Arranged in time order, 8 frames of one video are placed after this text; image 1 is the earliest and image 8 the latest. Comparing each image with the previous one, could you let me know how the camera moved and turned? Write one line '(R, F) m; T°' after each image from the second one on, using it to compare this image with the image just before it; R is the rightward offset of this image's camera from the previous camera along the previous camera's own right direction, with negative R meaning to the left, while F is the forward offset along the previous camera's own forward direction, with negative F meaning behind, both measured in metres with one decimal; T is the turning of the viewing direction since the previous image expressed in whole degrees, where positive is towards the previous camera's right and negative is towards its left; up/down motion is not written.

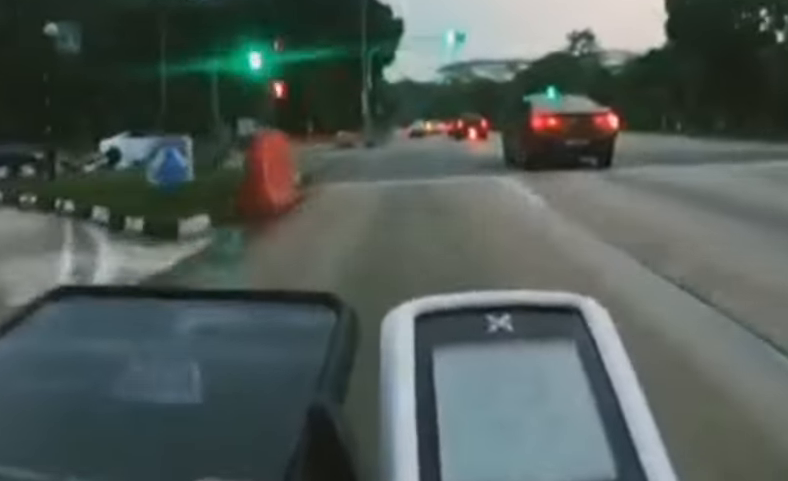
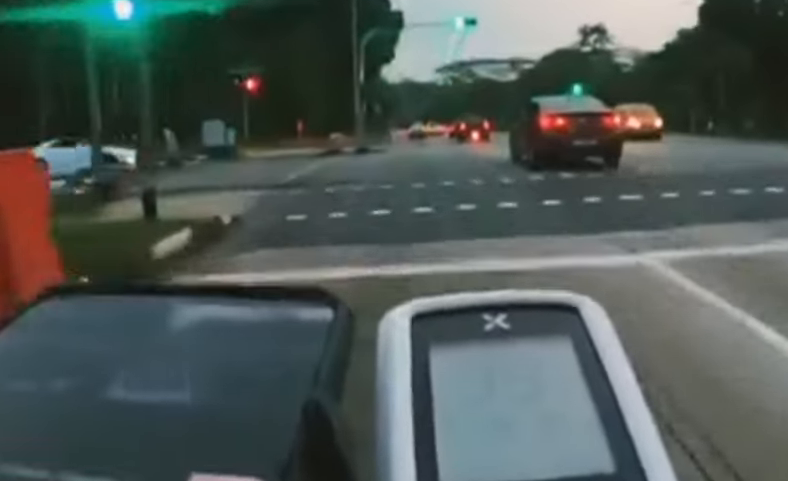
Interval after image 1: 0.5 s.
(-0.4, +5.7) m; +4°
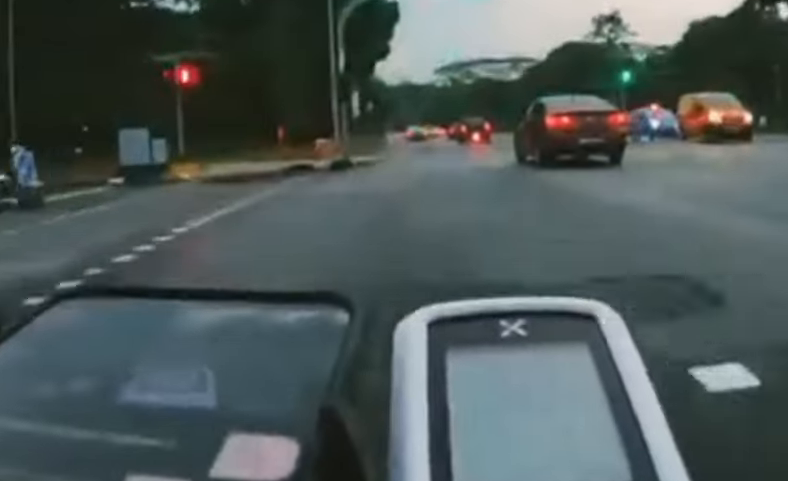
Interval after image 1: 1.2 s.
(+2.0, +7.7) m; +6°
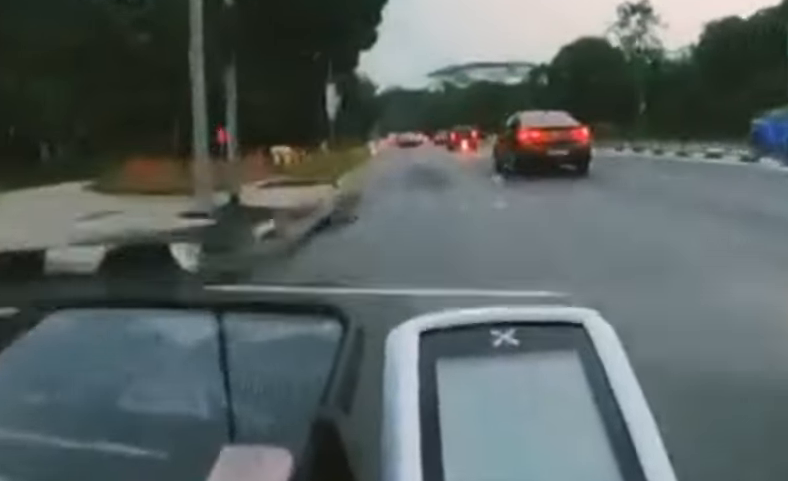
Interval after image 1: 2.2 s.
(-0.6, +12.8) m; -4°
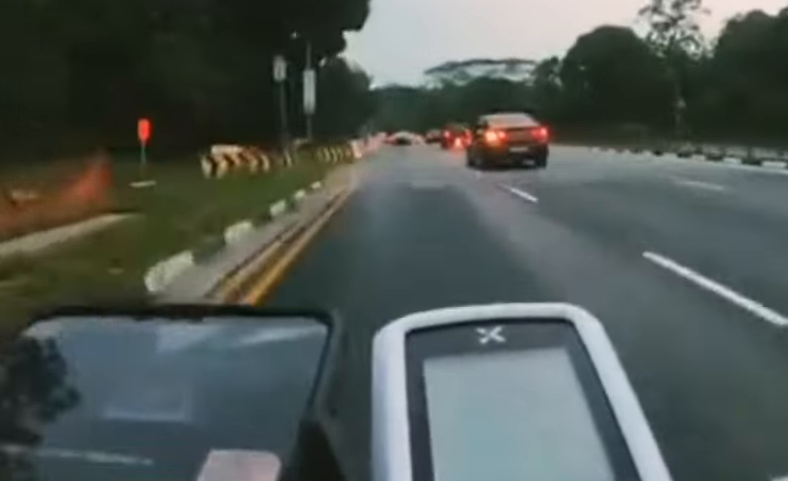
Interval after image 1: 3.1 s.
(-0.2, +10.3) m; -2°
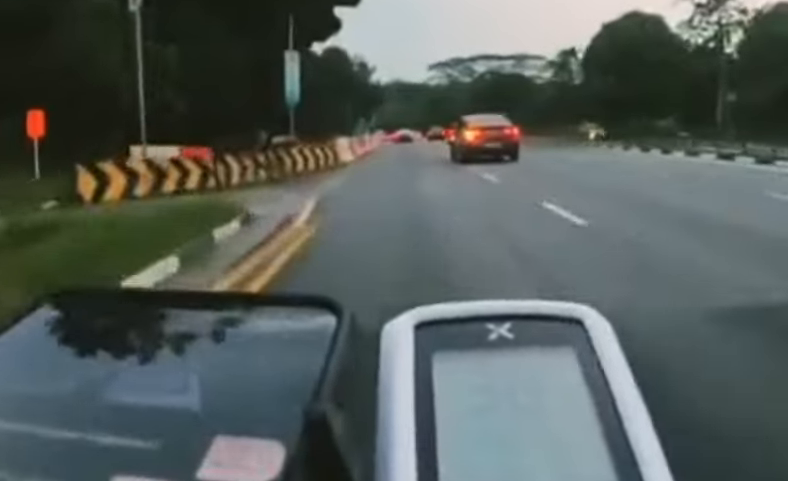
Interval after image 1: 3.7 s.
(-0.1, +7.8) m; 0°
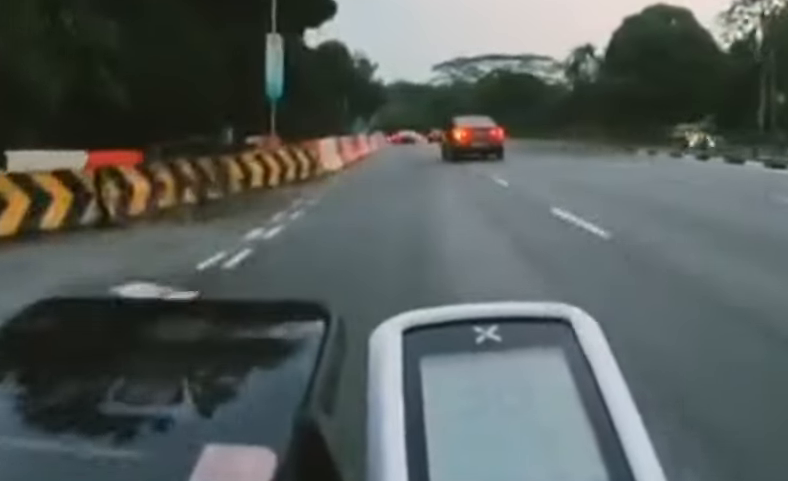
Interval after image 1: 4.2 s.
(-0.2, +6.1) m; 0°
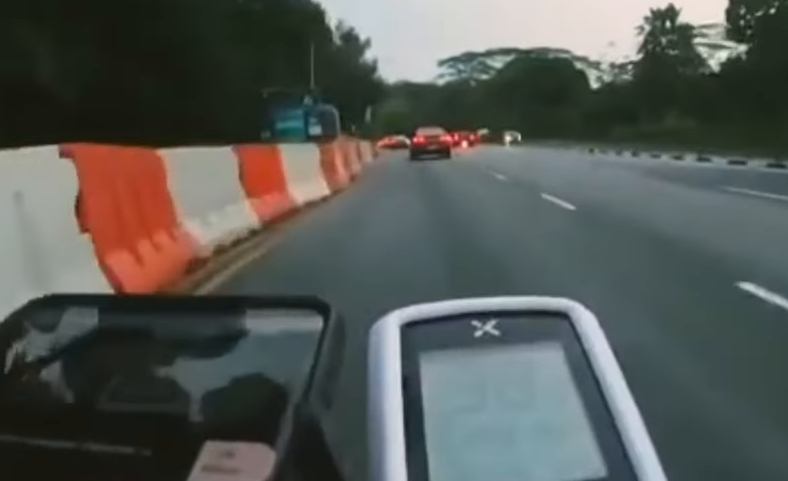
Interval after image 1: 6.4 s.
(+1.5, +28.4) m; +9°
